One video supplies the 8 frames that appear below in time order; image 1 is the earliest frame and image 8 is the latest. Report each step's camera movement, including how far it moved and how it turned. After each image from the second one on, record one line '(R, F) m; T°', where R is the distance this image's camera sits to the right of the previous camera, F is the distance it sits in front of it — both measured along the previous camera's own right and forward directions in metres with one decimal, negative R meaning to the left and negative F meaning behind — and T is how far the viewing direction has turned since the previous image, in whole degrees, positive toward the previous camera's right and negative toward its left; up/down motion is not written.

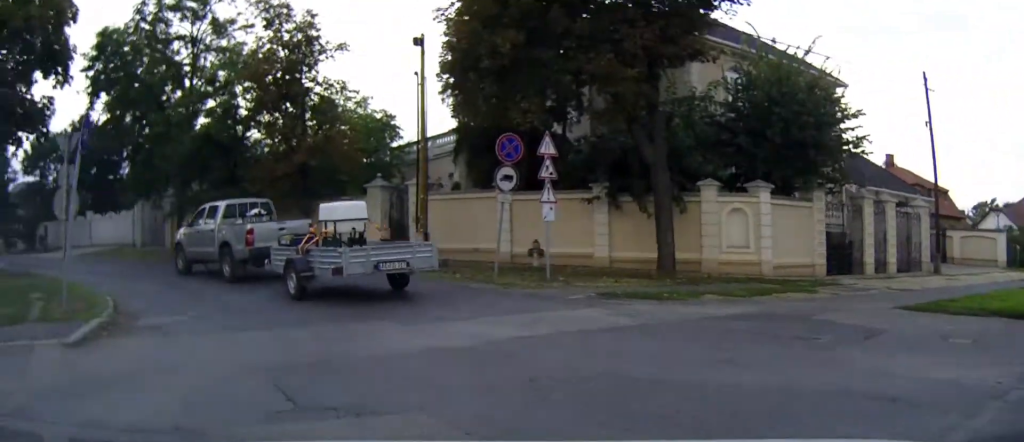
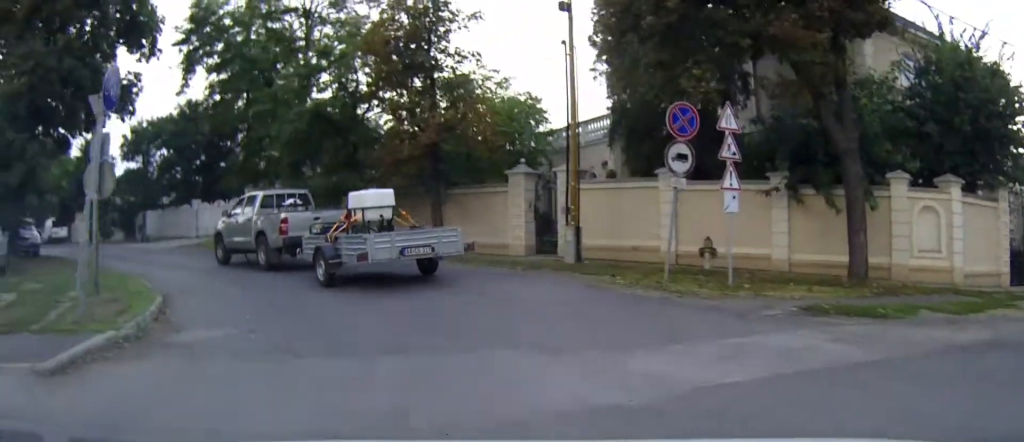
(-0.1, +3.1) m; -2°
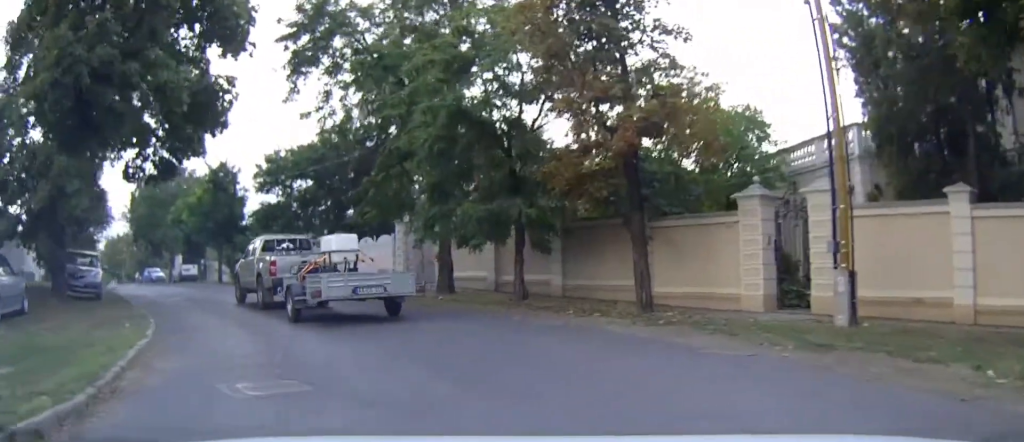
(-0.1, +6.0) m; -1°
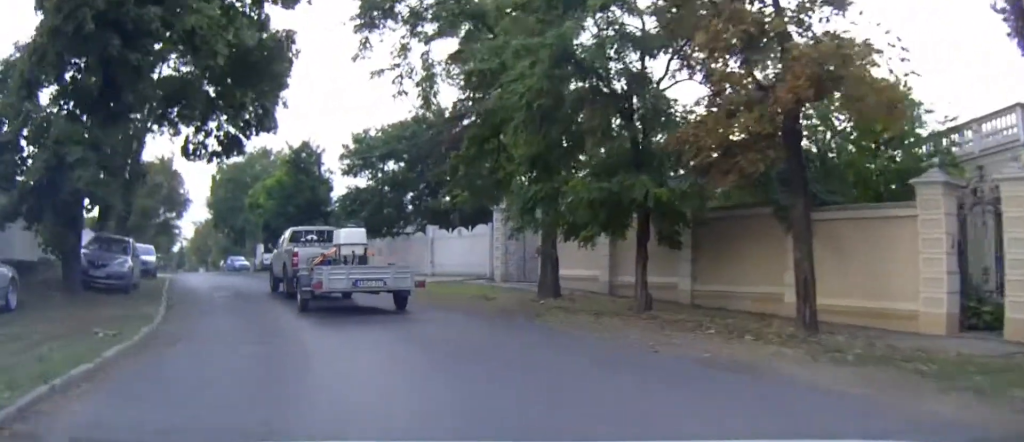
(0.0, +3.3) m; -9°
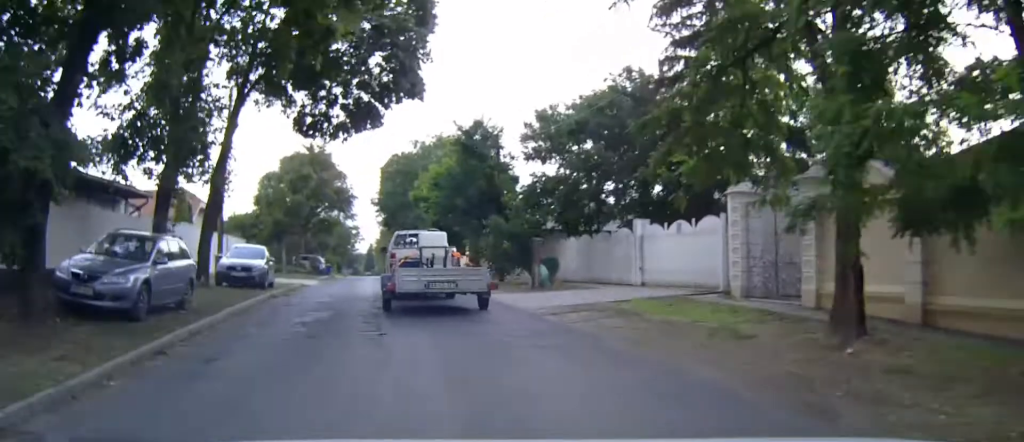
(-0.9, +6.4) m; -21°
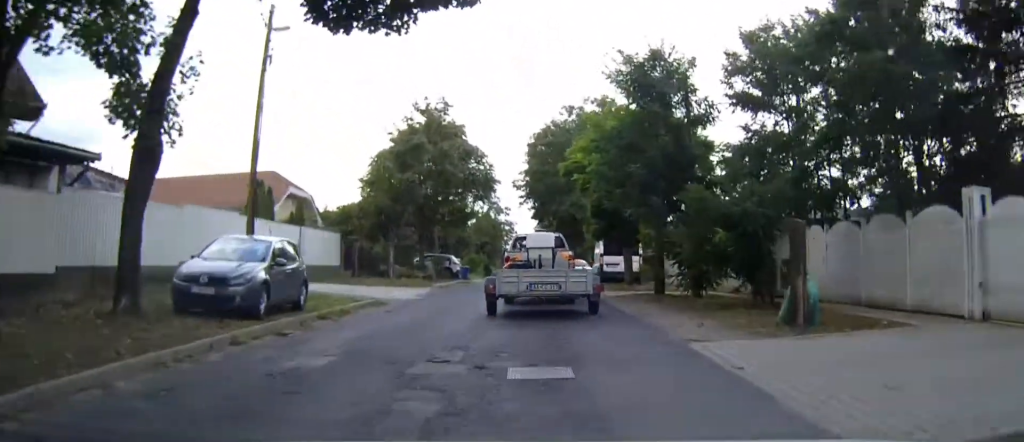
(-2.8, +10.7) m; -20°
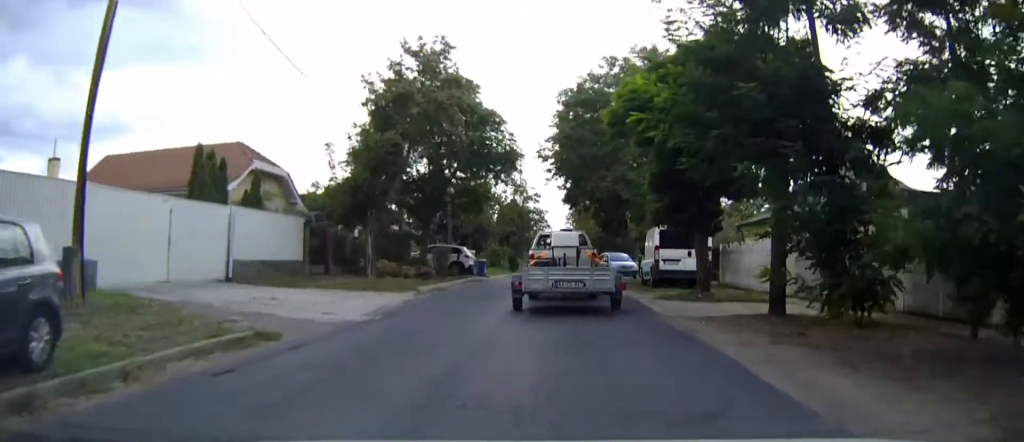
(-0.6, +9.5) m; -5°
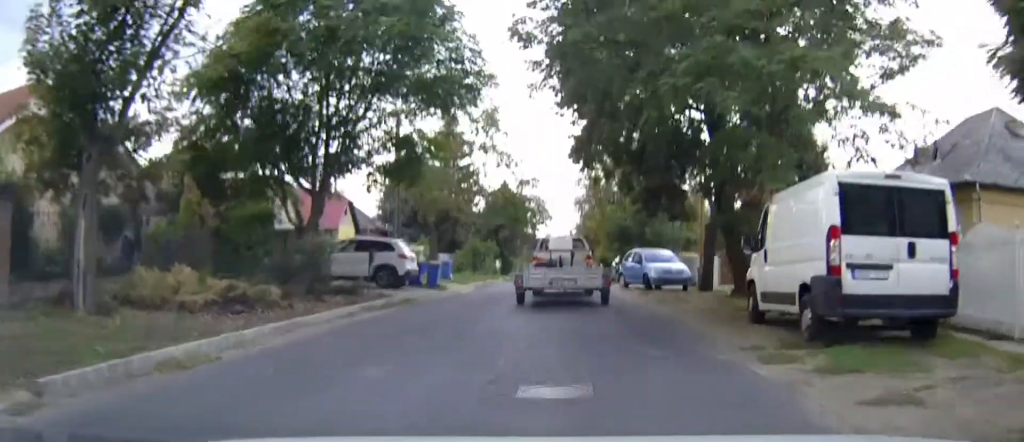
(0.0, +16.5) m; 0°
